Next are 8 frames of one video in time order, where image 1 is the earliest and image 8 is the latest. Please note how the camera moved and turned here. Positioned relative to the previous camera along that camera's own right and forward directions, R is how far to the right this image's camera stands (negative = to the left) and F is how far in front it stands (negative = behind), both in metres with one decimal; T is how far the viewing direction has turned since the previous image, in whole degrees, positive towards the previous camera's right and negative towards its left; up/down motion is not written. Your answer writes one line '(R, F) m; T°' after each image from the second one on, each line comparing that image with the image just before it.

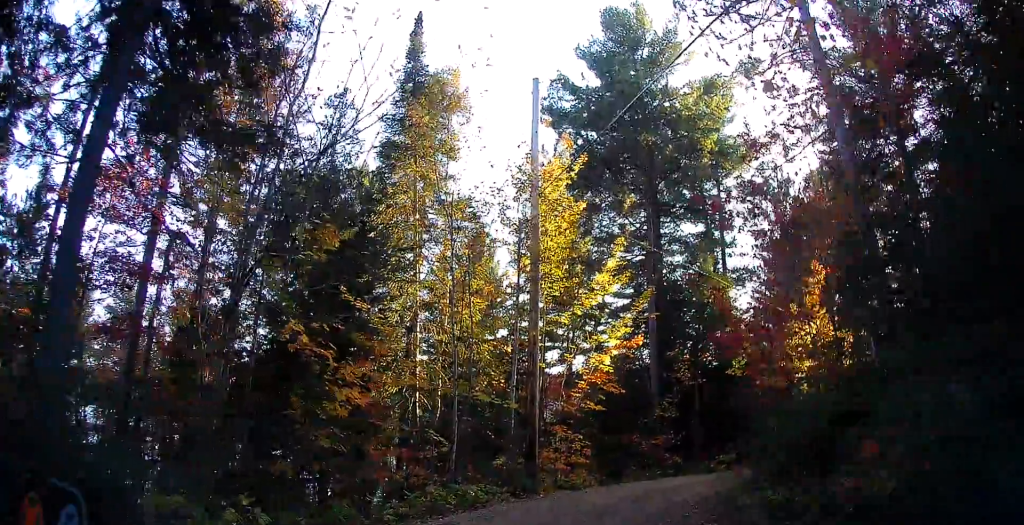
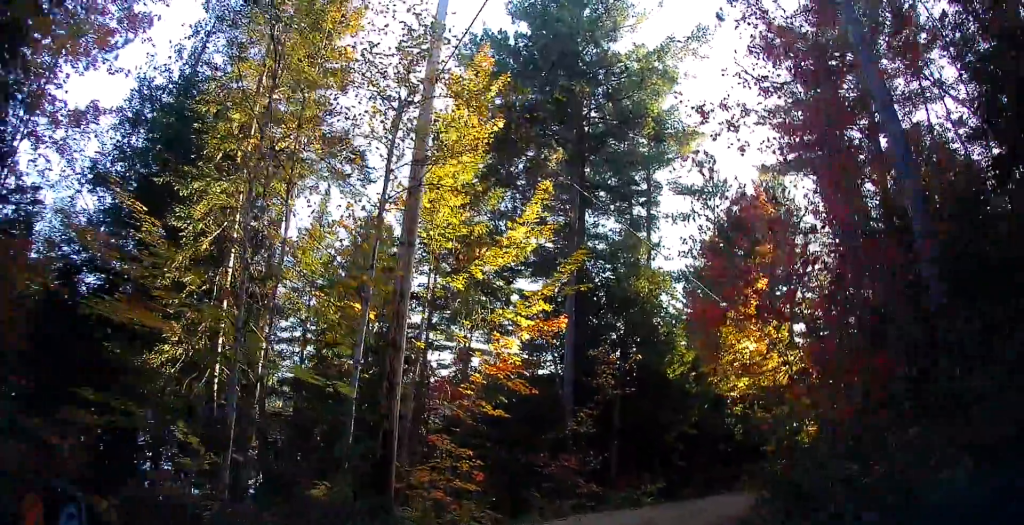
(+1.0, +5.5) m; +19°
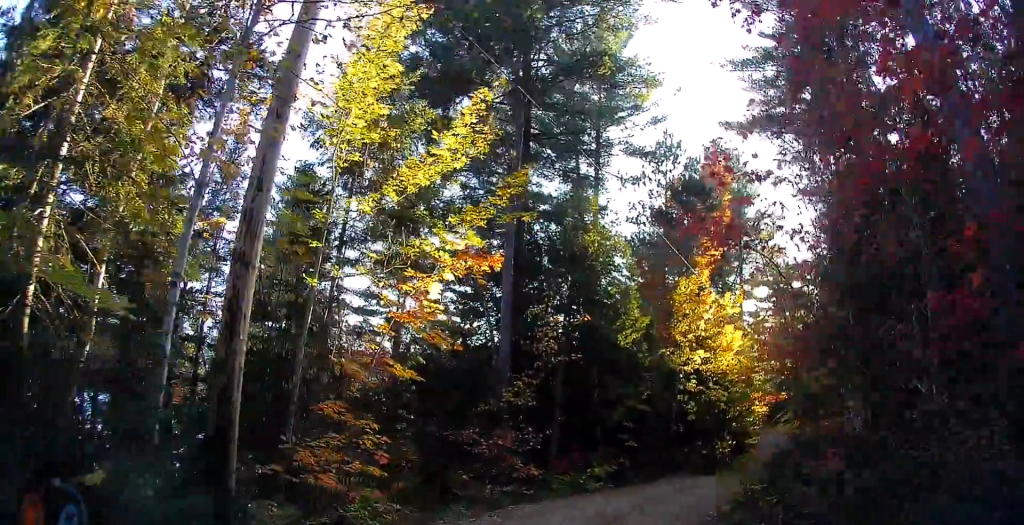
(+0.3, +2.9) m; +6°
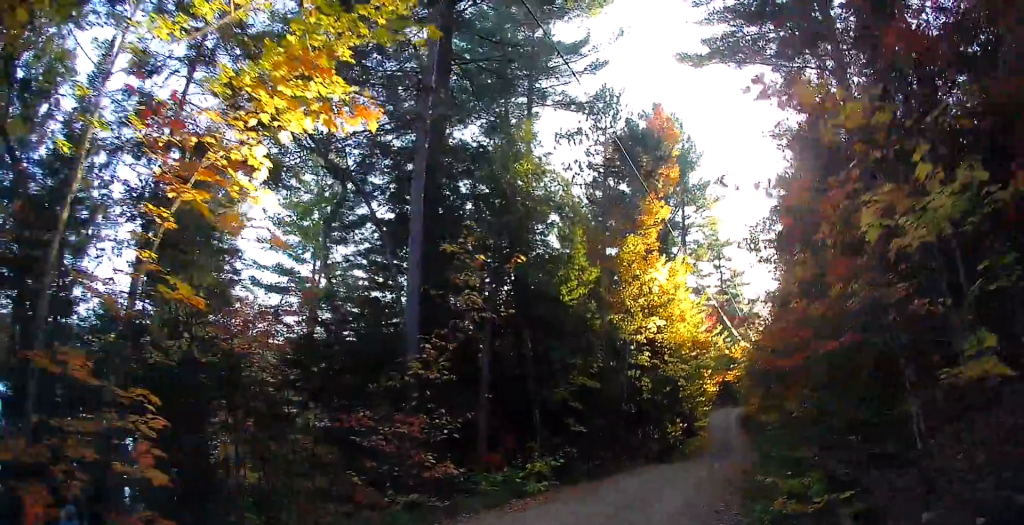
(-0.1, +4.6) m; +5°
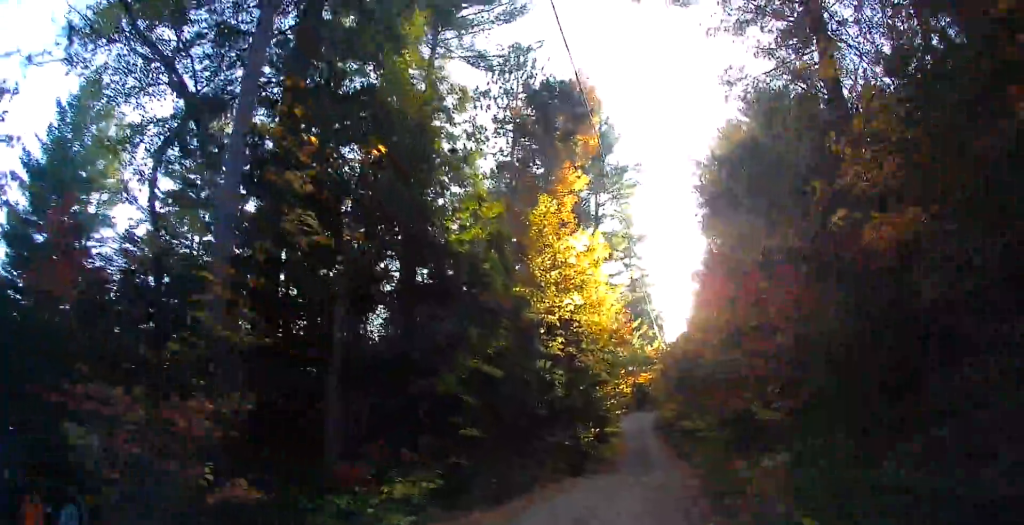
(+0.5, +5.1) m; +11°
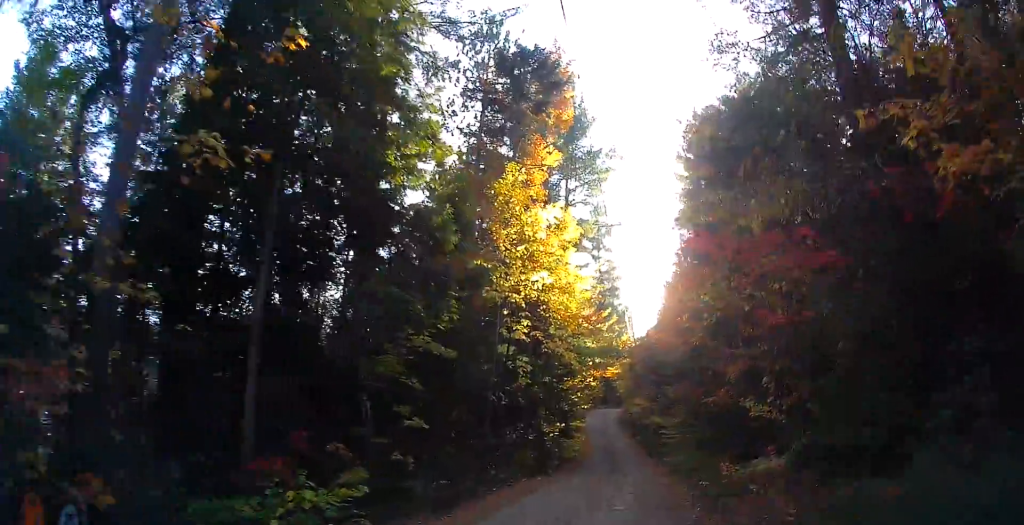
(+0.1, +2.1) m; +3°
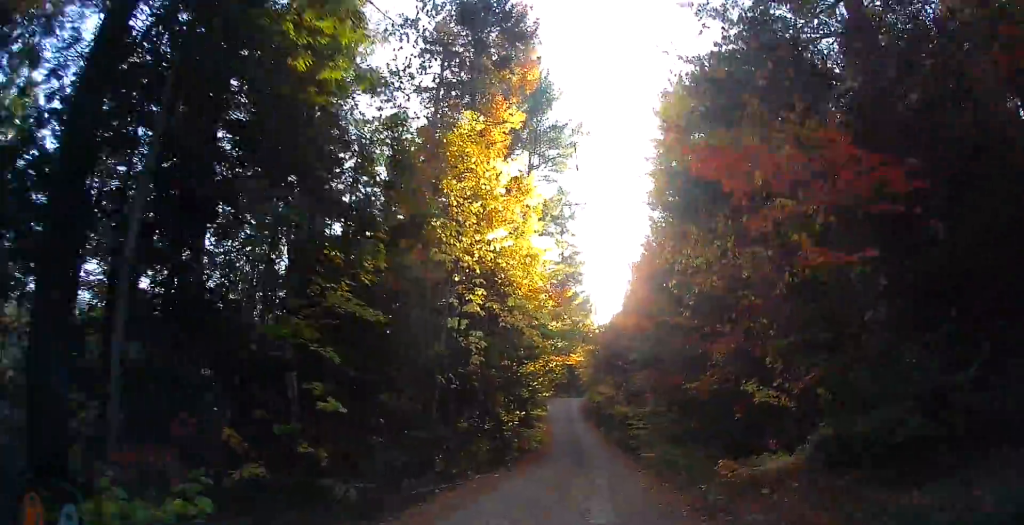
(+0.1, +2.5) m; +3°
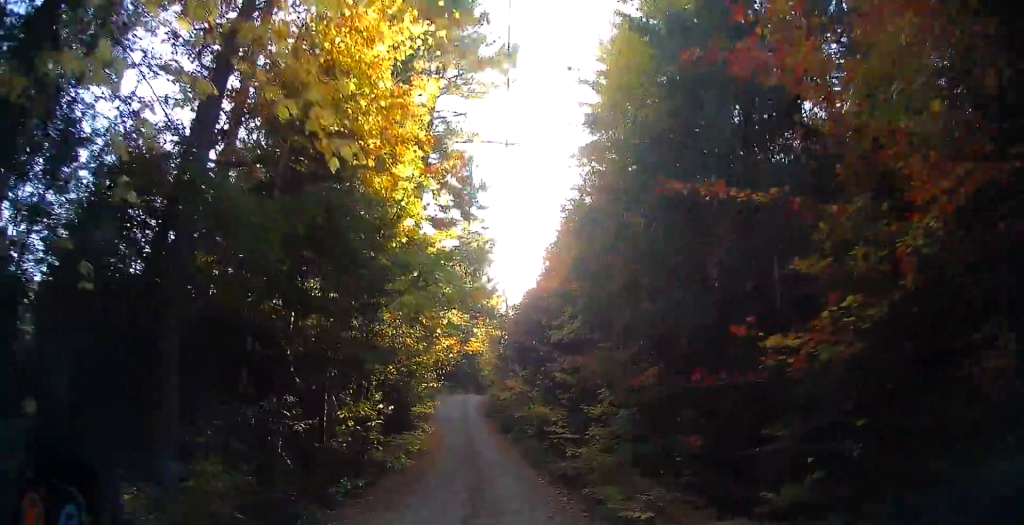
(+1.0, +10.8) m; +7°
